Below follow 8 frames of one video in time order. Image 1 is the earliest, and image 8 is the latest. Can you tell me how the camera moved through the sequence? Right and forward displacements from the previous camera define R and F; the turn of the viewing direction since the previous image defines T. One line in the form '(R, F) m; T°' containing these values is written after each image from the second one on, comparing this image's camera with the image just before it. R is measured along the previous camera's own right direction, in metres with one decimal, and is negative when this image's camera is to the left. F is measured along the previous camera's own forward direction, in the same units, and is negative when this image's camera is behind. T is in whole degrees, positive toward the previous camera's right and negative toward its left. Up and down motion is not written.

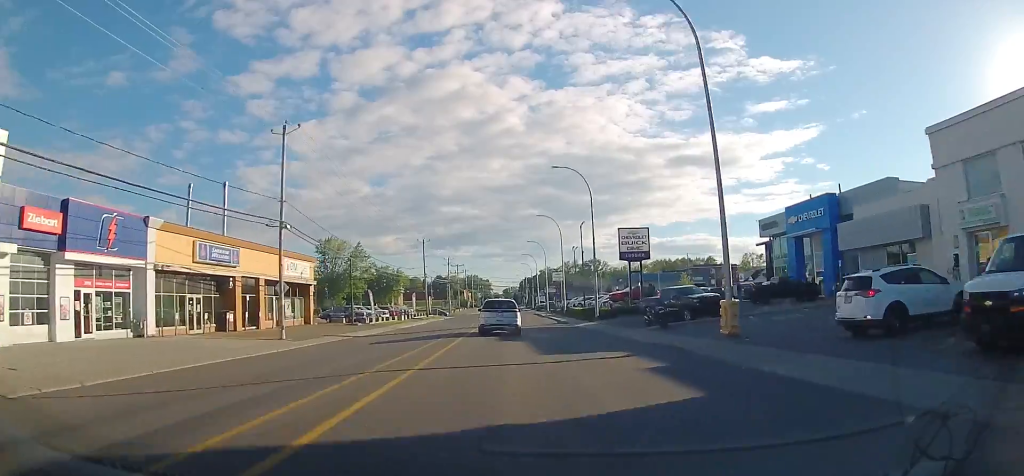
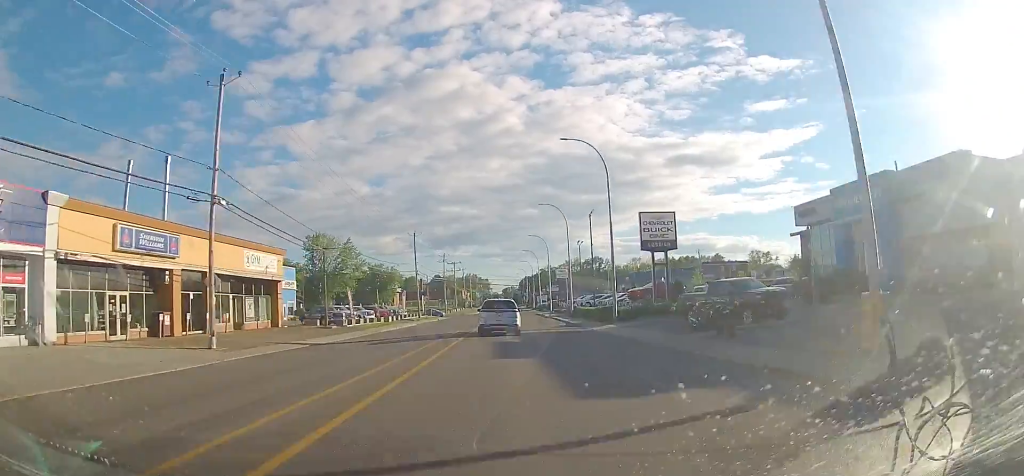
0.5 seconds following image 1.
(-0.2, +7.8) m; -1°
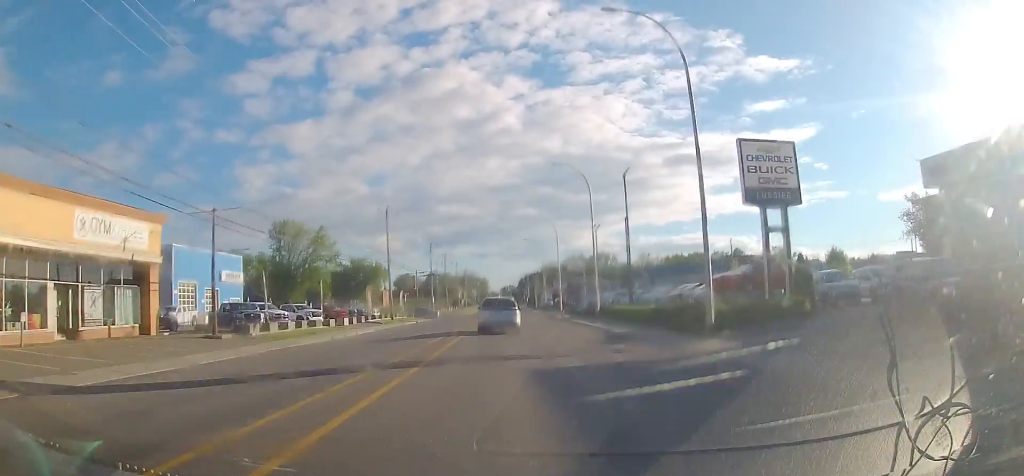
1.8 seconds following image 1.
(-0.5, +18.4) m; -1°
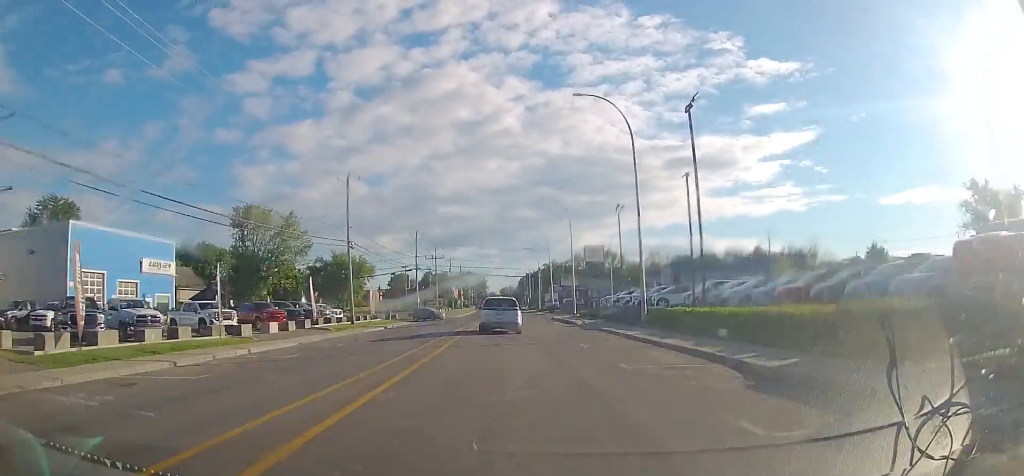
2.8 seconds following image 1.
(-0.1, +15.9) m; -1°
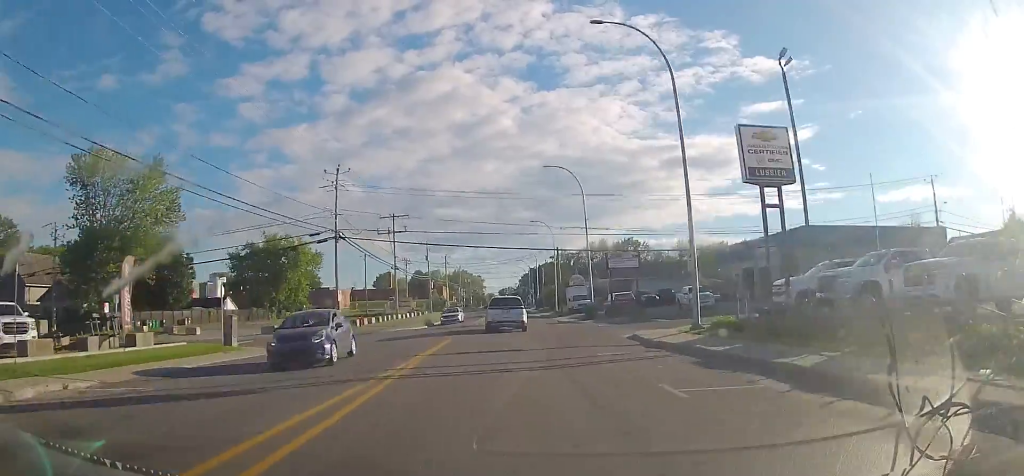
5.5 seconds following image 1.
(-0.1, +38.8) m; 0°
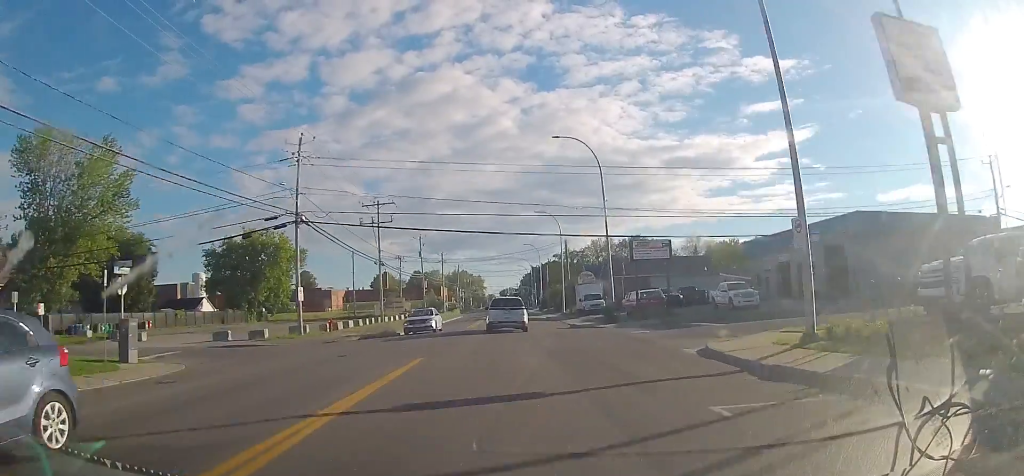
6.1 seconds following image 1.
(+0.1, +8.5) m; -1°
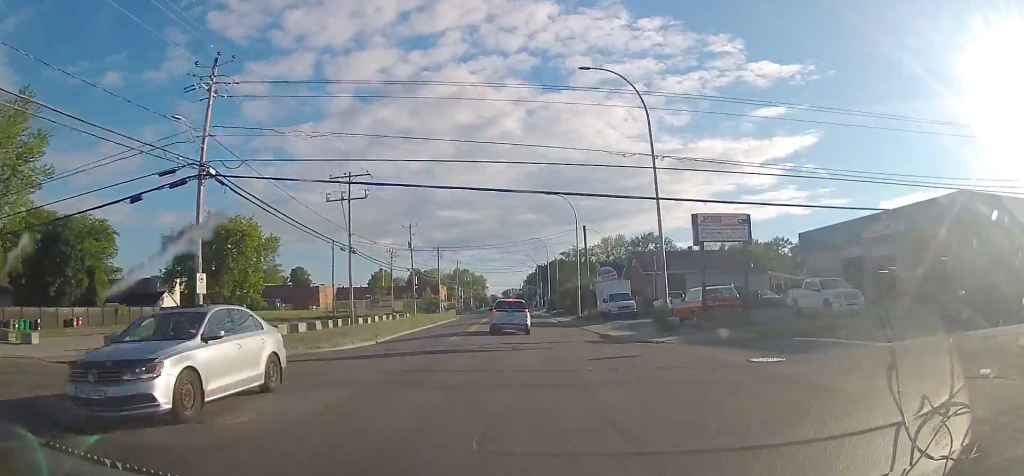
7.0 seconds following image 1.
(-0.3, +12.1) m; 0°
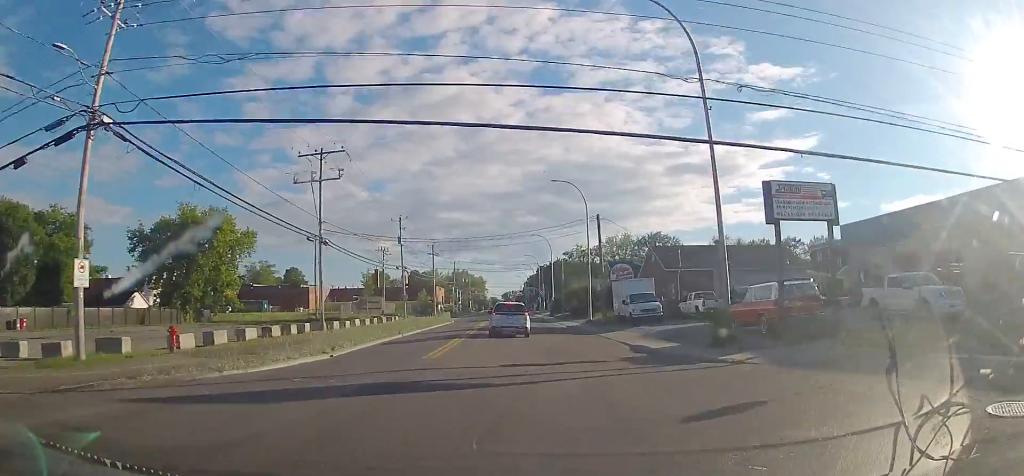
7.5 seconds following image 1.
(0.0, +7.3) m; +1°
